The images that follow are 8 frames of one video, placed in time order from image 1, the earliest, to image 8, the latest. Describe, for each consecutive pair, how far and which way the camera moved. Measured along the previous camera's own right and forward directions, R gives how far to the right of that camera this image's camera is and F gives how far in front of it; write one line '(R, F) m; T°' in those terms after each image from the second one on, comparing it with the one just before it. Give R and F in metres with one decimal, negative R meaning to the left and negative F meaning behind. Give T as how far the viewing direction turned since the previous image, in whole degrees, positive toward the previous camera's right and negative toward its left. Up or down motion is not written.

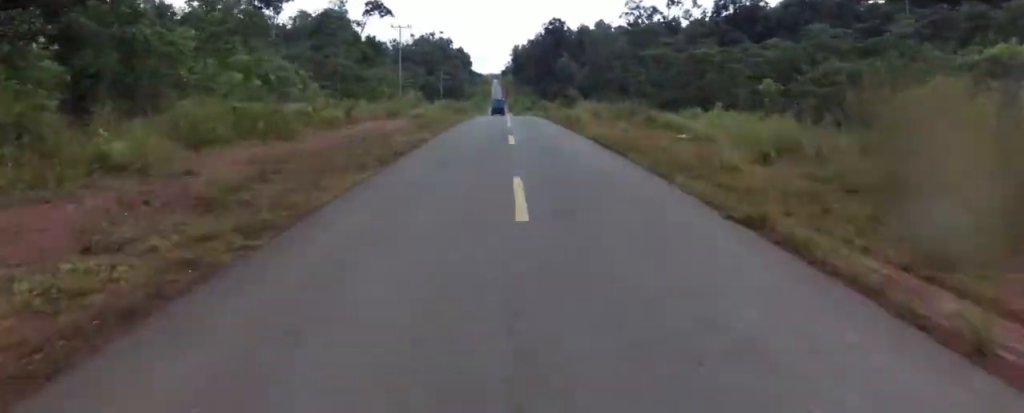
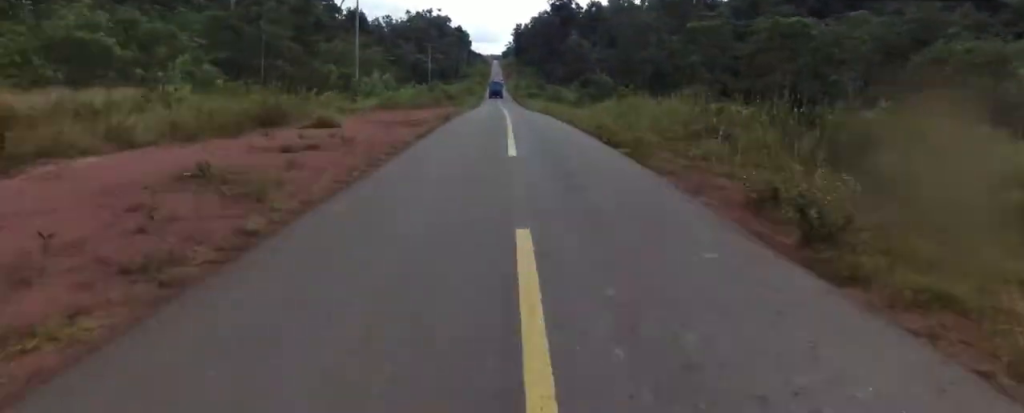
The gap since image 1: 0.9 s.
(+0.9, +21.1) m; -1°
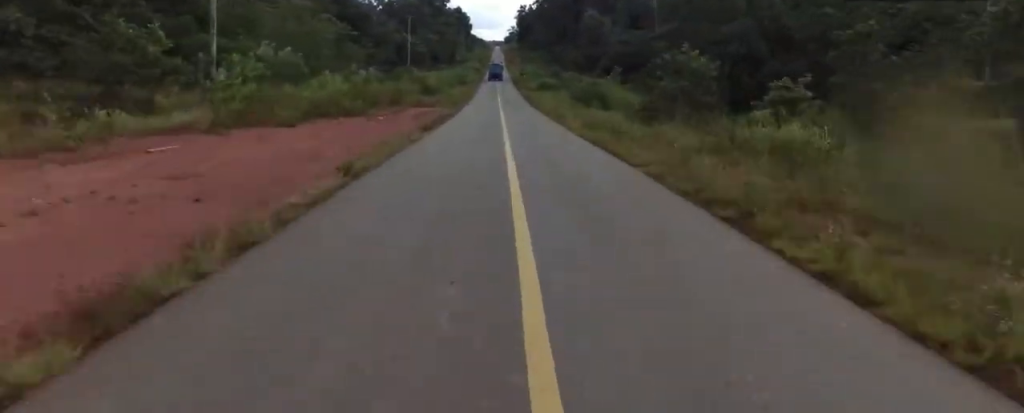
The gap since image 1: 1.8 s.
(-1.0, +23.3) m; -2°
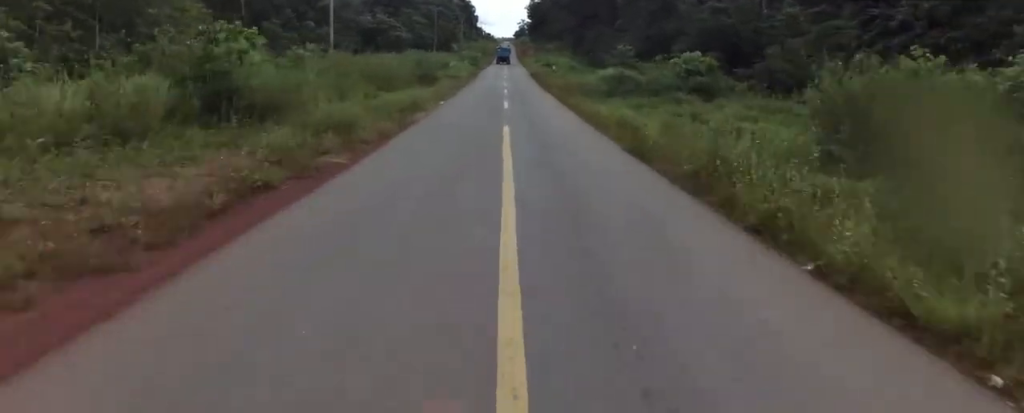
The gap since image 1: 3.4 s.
(+0.8, +38.0) m; +4°
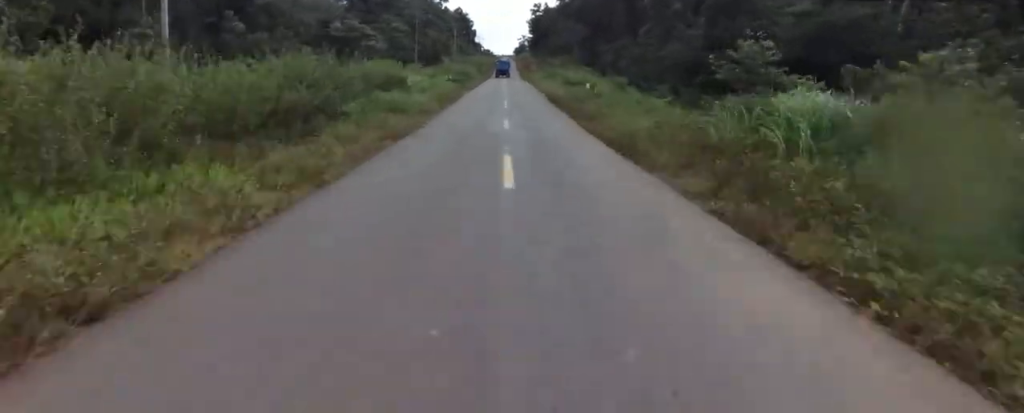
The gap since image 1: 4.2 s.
(+0.3, +19.9) m; +2°
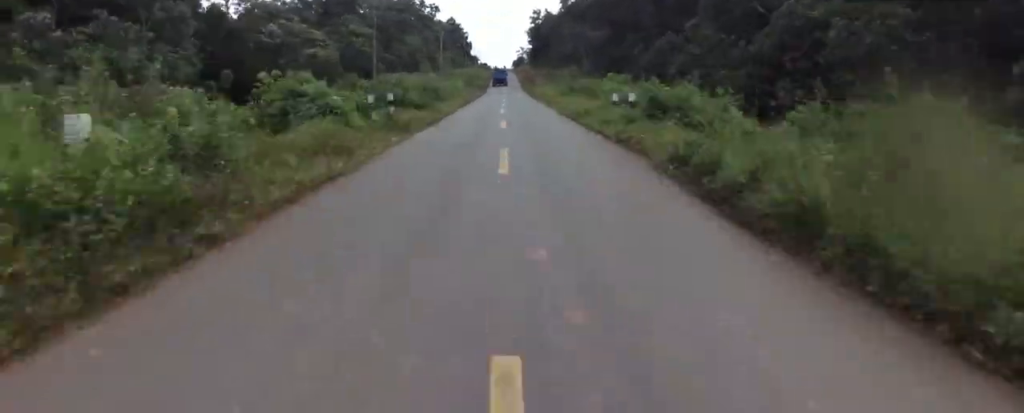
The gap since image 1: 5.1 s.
(+1.0, +23.4) m; -1°
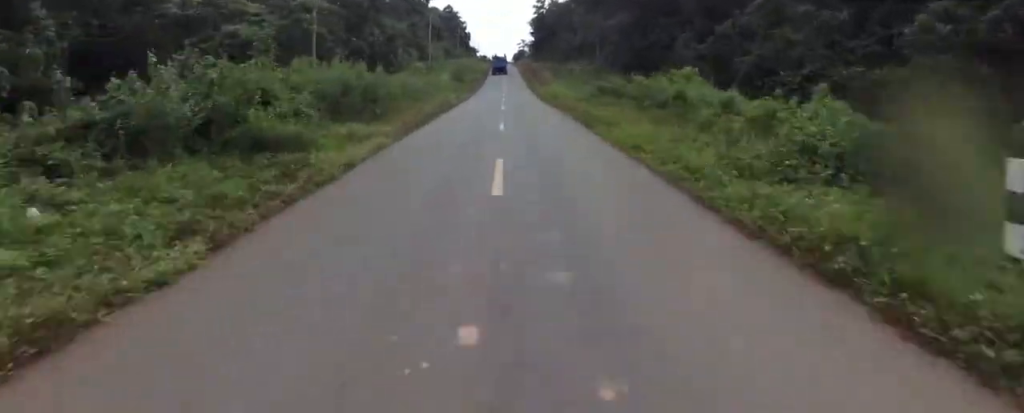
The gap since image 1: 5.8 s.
(-1.0, +18.0) m; -3°
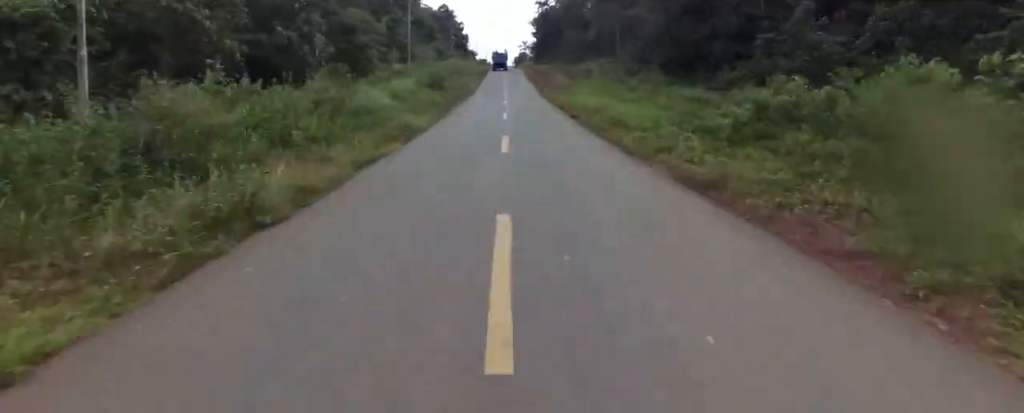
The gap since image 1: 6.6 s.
(-0.3, +20.4) m; -1°
